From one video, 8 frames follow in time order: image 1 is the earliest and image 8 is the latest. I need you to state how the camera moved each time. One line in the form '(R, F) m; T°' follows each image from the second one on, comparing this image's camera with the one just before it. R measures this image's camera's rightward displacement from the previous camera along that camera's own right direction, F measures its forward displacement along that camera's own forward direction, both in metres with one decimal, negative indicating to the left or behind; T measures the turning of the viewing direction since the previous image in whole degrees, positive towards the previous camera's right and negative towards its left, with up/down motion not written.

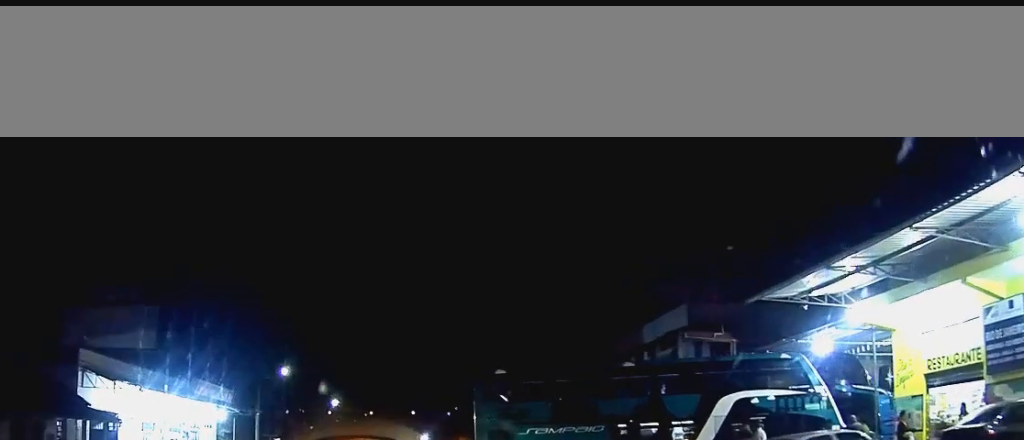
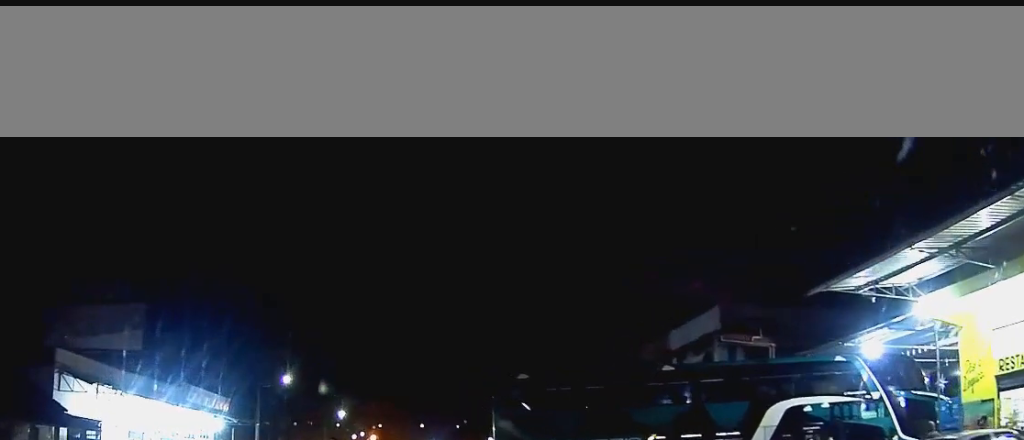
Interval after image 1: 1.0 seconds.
(+0.1, +3.0) m; 0°
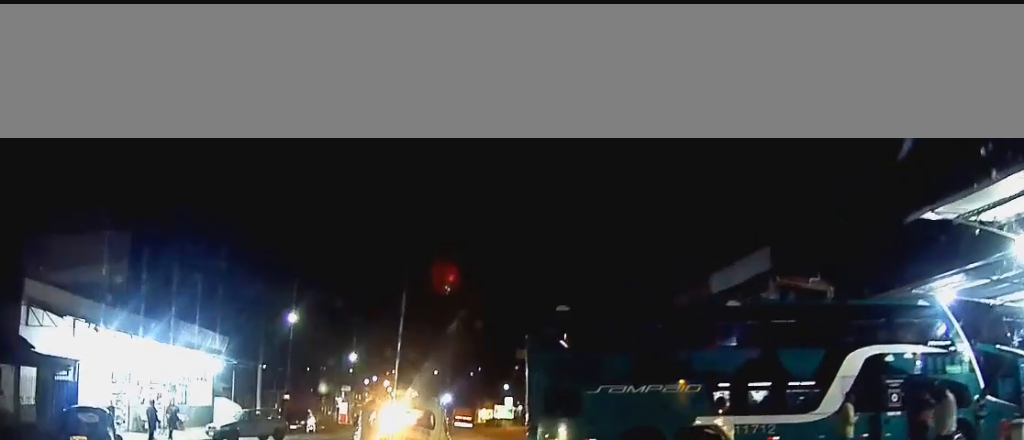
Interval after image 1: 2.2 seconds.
(-0.1, +3.7) m; -2°
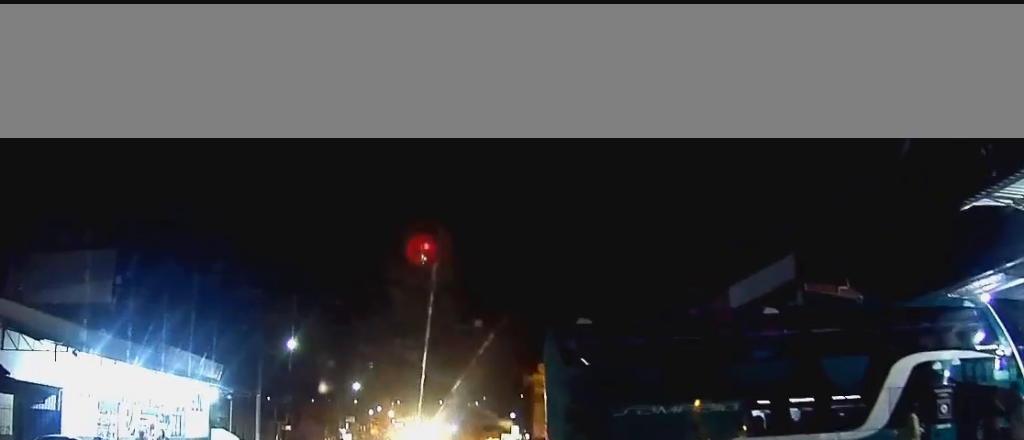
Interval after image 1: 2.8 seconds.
(0.0, +2.3) m; 0°
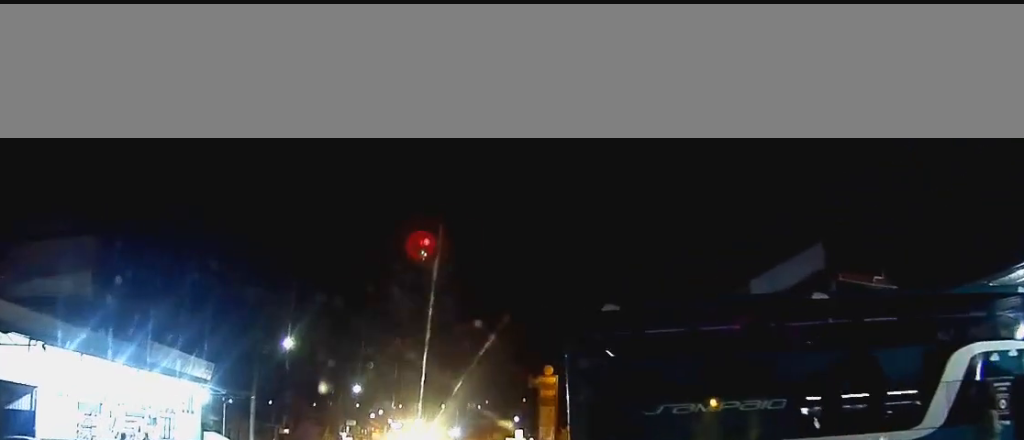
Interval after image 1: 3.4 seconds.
(0.0, +2.5) m; 0°
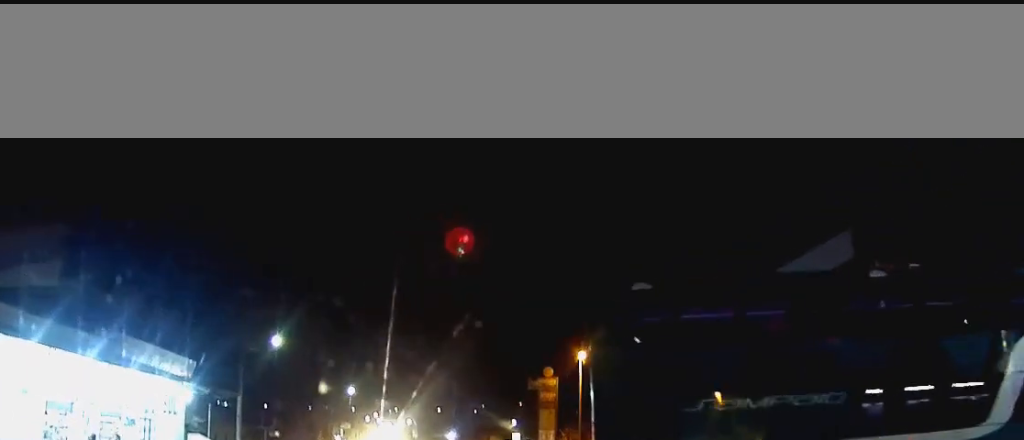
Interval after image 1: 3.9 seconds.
(0.0, +2.7) m; +1°
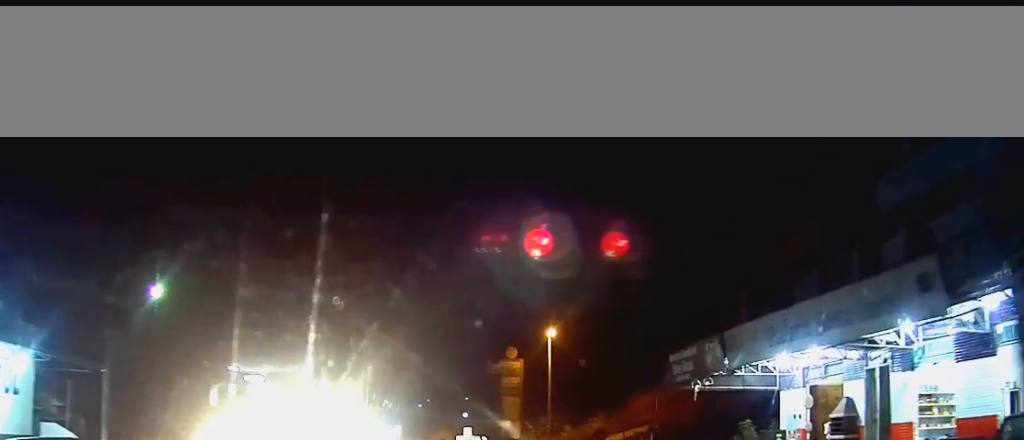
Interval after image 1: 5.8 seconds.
(+0.4, +11.8) m; 0°
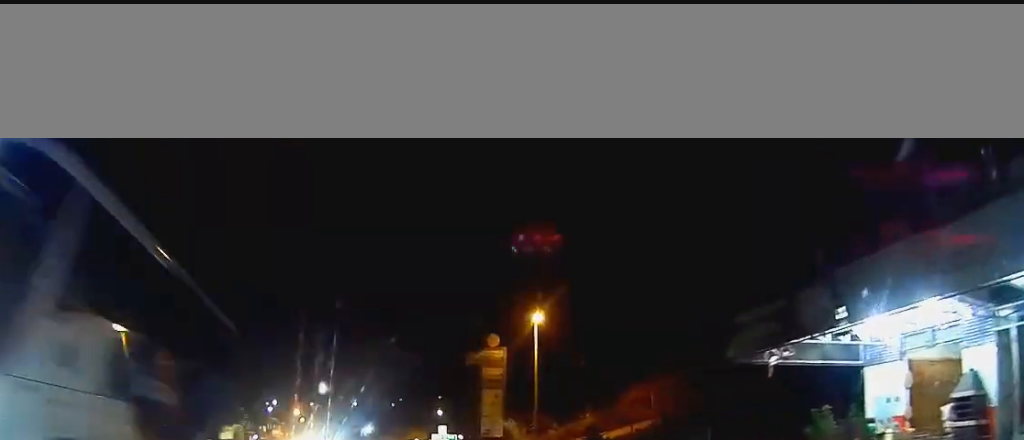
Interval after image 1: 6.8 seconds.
(-0.2, +7.1) m; -3°
